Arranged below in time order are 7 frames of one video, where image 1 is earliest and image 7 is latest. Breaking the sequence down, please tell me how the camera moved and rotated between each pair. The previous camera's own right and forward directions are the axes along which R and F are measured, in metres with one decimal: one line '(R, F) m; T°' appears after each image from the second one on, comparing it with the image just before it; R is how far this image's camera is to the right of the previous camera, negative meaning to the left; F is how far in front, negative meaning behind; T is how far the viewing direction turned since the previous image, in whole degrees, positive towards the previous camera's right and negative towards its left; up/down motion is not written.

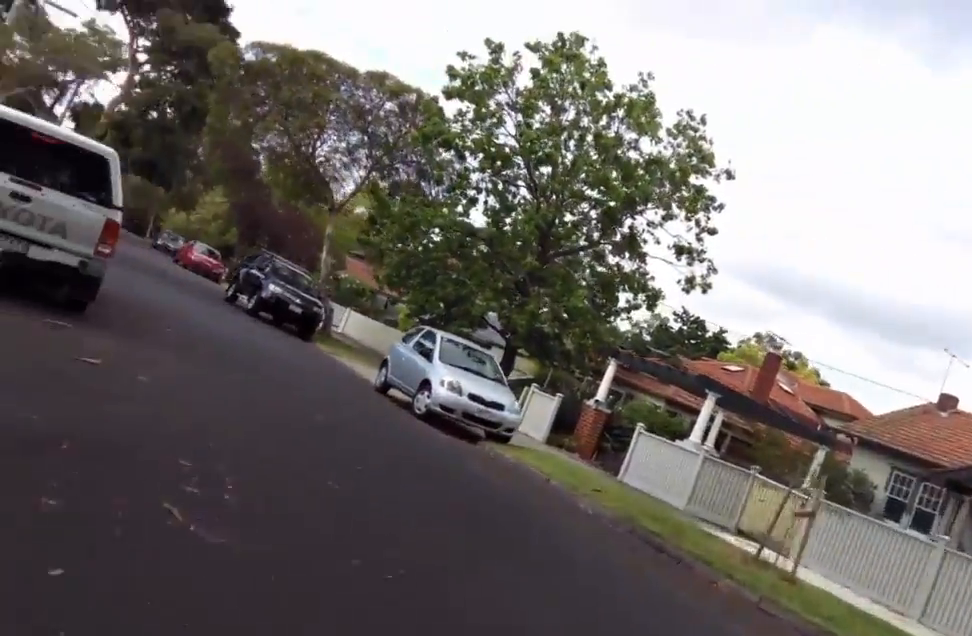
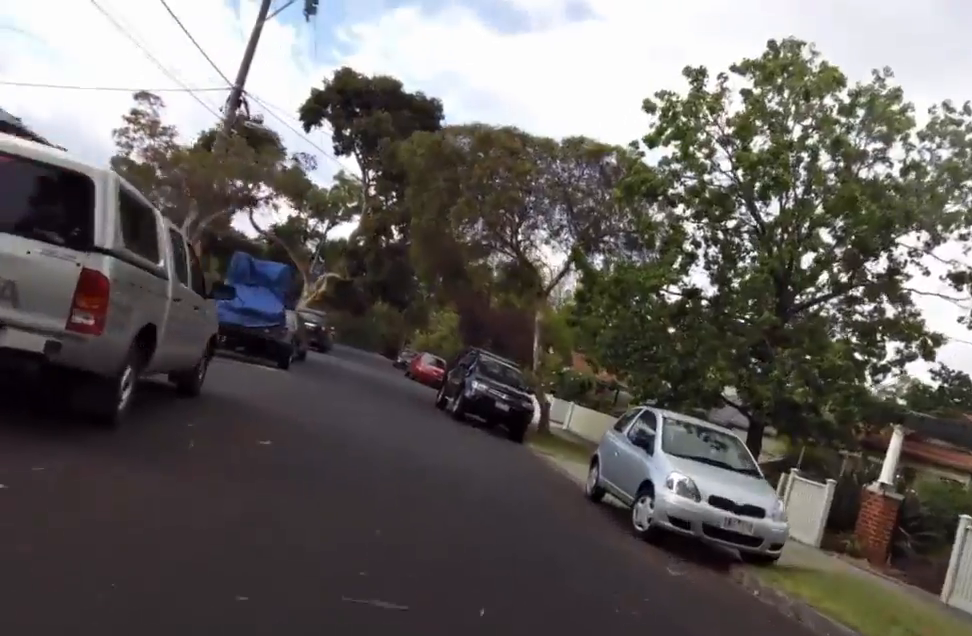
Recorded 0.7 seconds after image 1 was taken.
(-1.0, +4.4) m; -22°
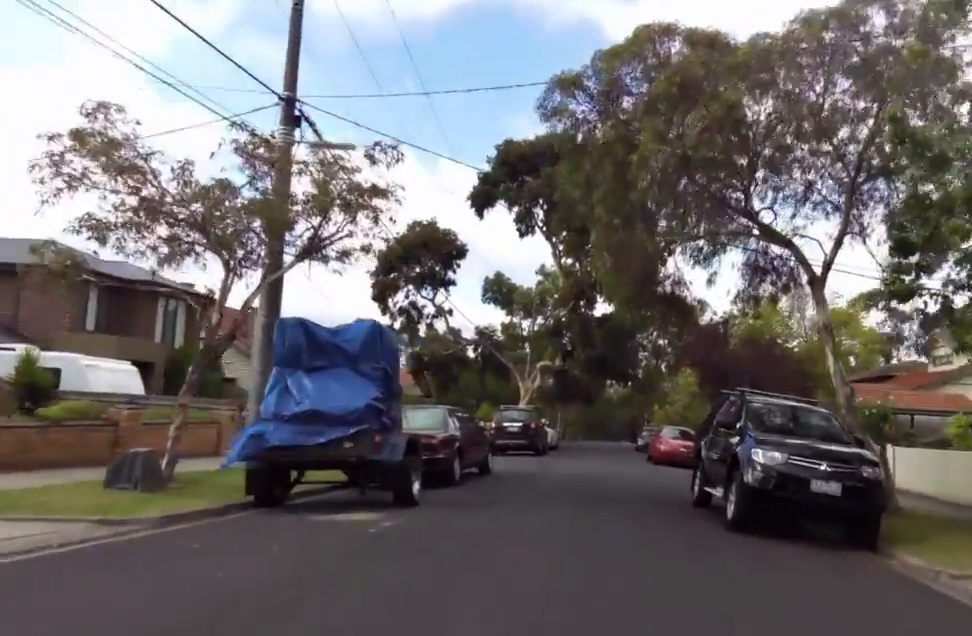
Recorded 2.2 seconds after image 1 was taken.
(-2.4, +9.4) m; -15°
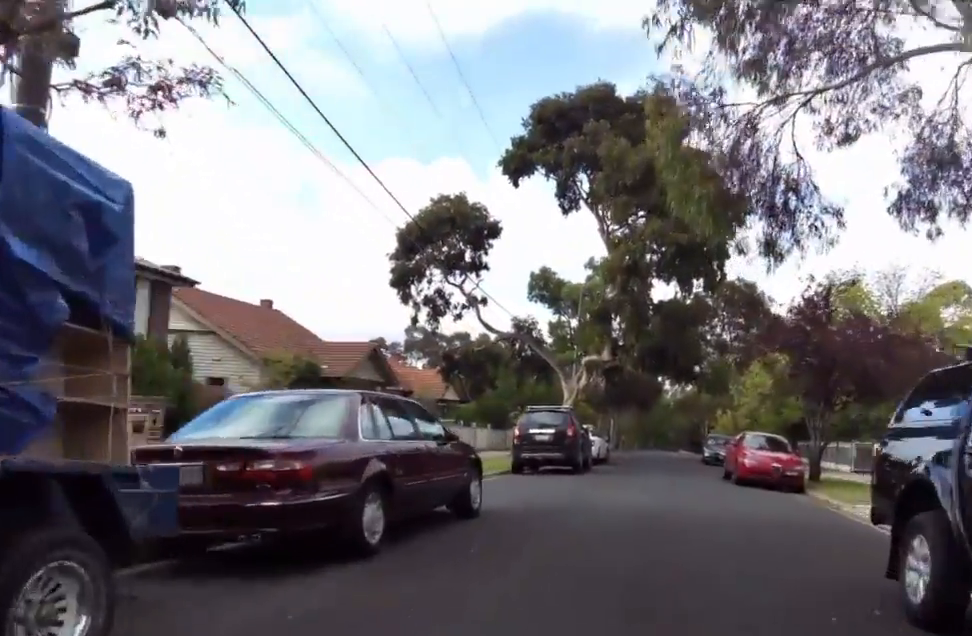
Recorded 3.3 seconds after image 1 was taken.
(0.0, +7.7) m; 0°
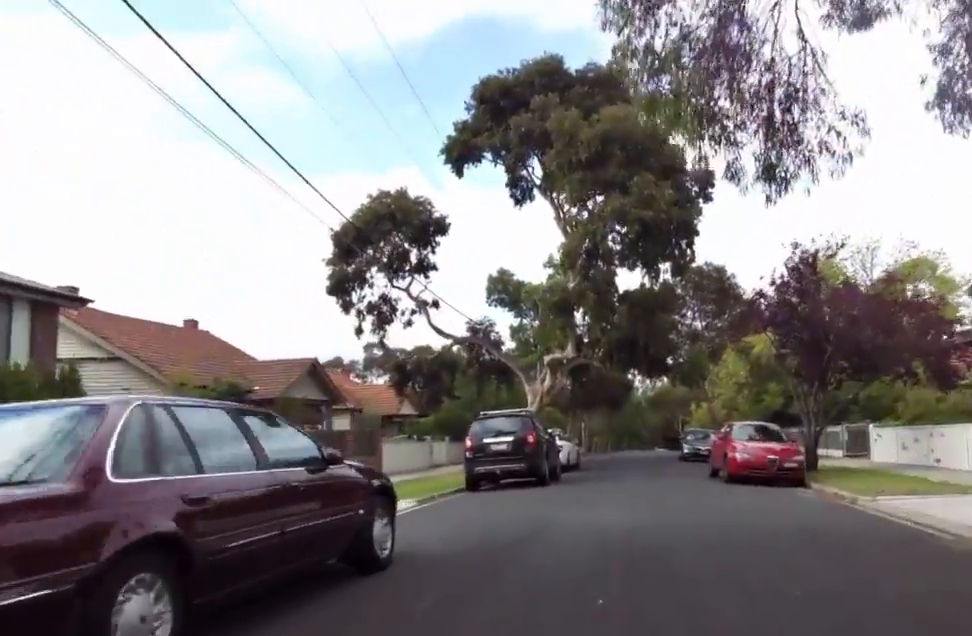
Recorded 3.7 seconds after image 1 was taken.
(0.0, +2.9) m; +2°
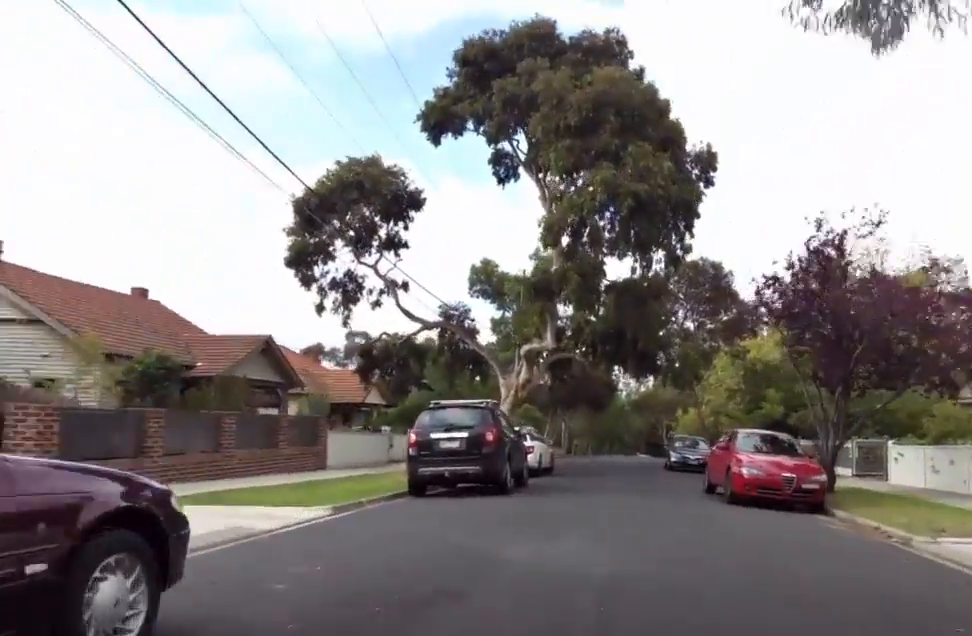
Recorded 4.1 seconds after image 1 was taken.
(-0.1, +3.4) m; +4°
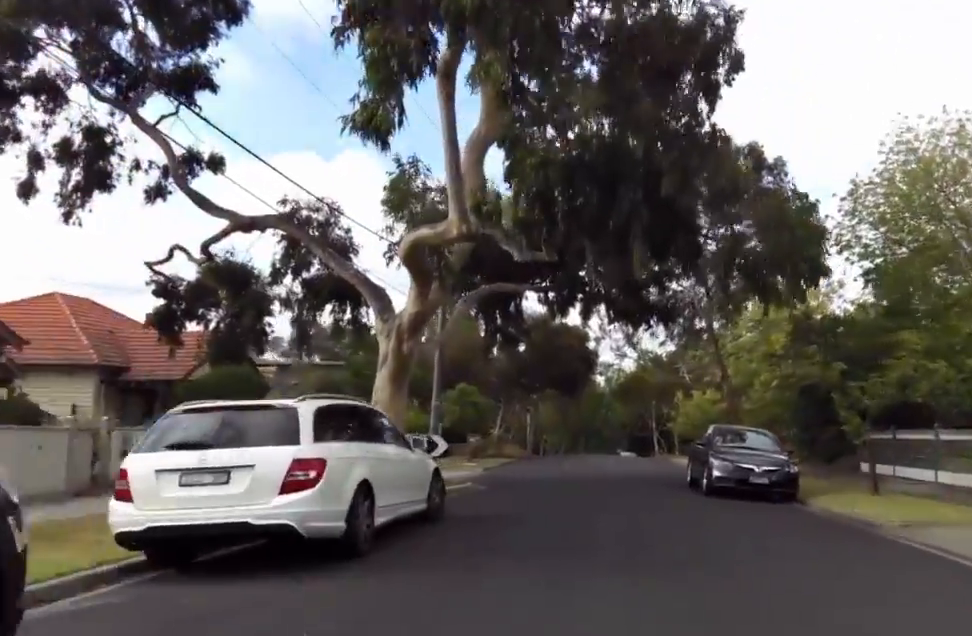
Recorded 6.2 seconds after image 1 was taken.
(+0.8, +16.0) m; -2°
